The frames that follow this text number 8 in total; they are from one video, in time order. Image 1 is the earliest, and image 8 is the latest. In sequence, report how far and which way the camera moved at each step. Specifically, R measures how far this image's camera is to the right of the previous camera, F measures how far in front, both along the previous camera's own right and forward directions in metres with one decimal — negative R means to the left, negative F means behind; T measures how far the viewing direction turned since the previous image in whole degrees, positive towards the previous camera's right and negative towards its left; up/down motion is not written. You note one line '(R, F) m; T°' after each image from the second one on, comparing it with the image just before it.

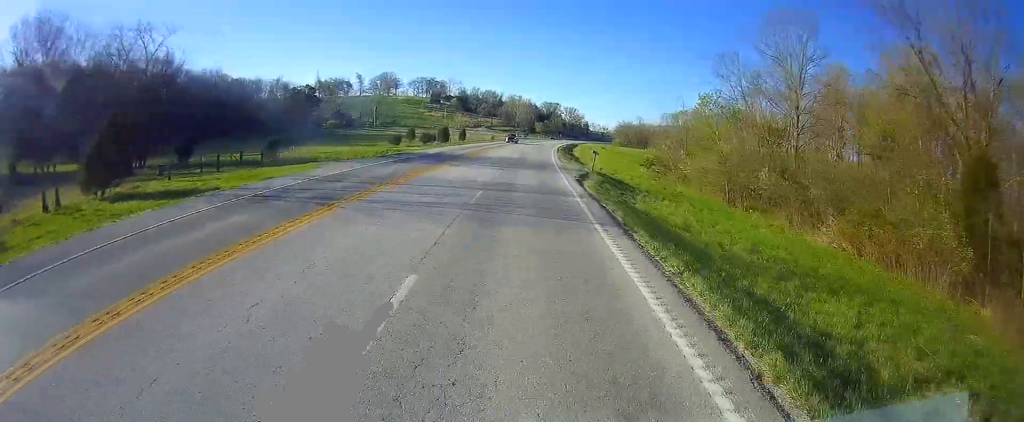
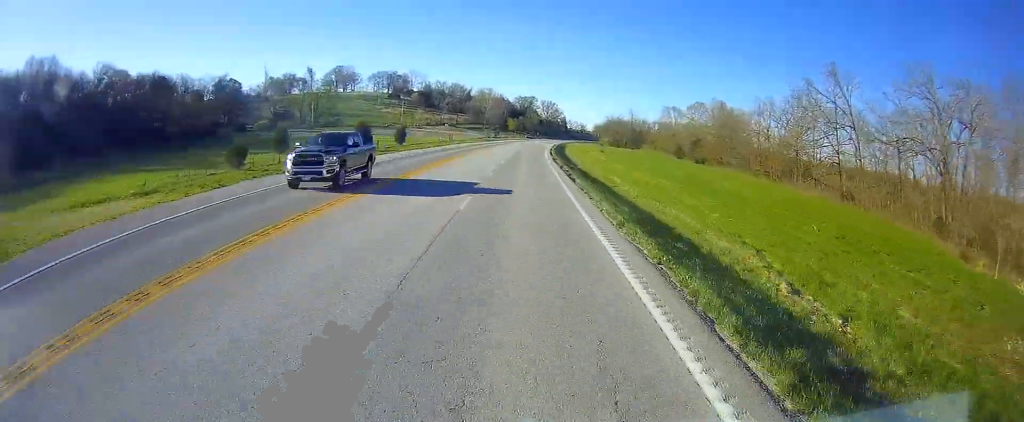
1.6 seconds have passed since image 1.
(+0.1, +49.6) m; +3°
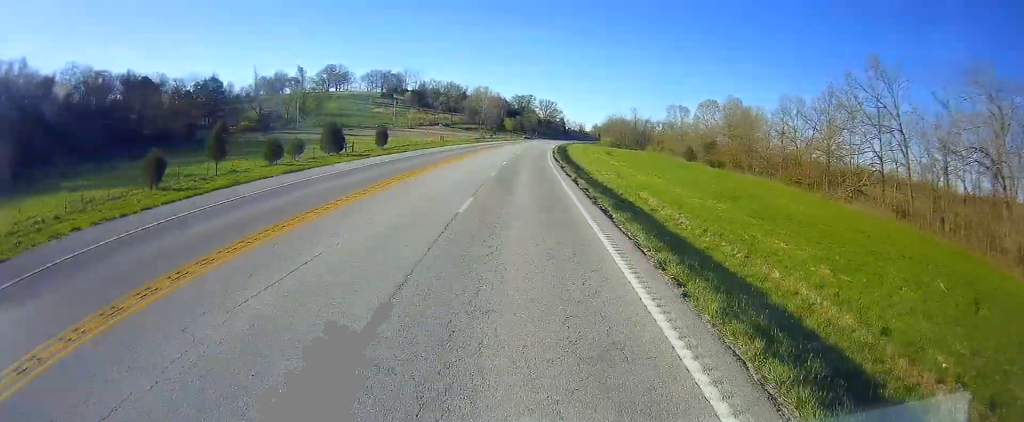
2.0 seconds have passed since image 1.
(+0.6, +12.4) m; 0°
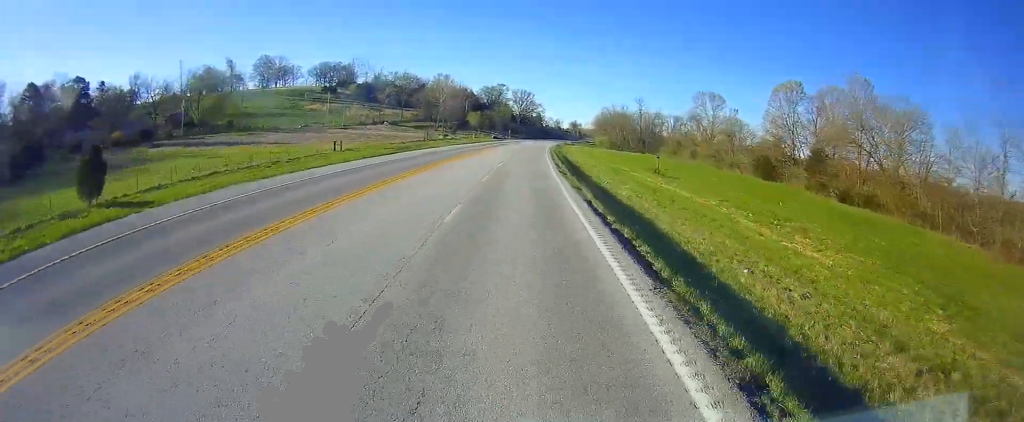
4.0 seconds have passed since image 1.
(+0.8, +62.2) m; +2°
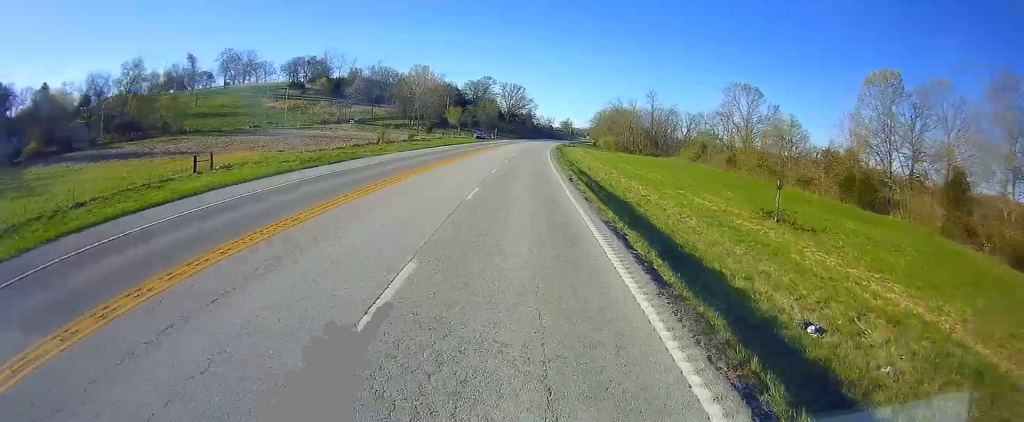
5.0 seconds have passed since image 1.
(+0.7, +31.1) m; +2°
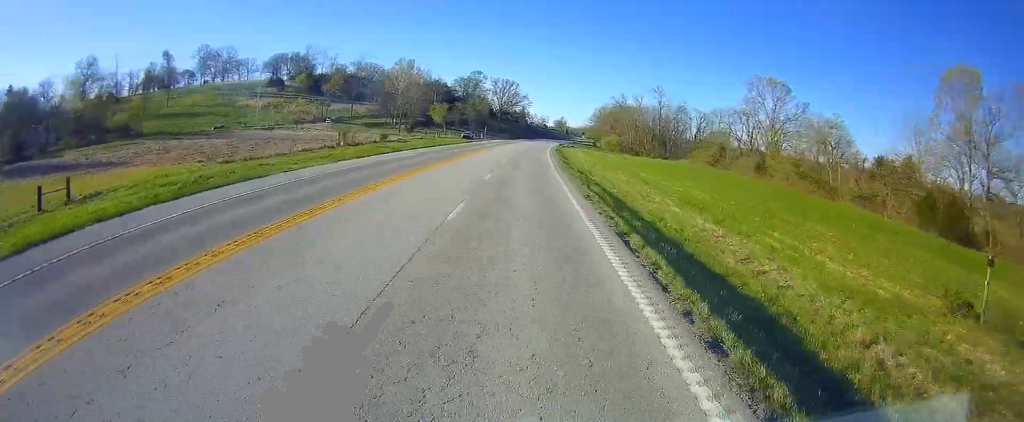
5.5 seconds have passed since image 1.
(+0.4, +16.6) m; 0°
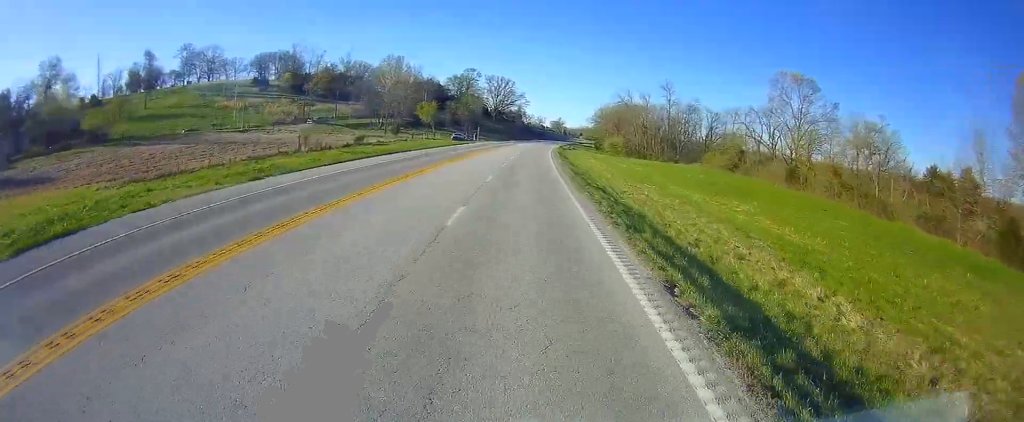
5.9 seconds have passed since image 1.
(-0.3, +12.4) m; 0°
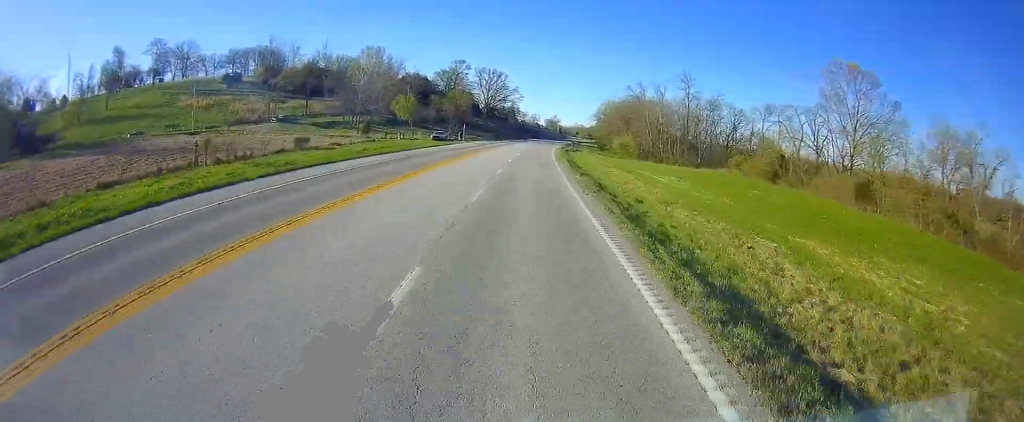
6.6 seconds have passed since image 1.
(-0.6, +19.7) m; +1°
